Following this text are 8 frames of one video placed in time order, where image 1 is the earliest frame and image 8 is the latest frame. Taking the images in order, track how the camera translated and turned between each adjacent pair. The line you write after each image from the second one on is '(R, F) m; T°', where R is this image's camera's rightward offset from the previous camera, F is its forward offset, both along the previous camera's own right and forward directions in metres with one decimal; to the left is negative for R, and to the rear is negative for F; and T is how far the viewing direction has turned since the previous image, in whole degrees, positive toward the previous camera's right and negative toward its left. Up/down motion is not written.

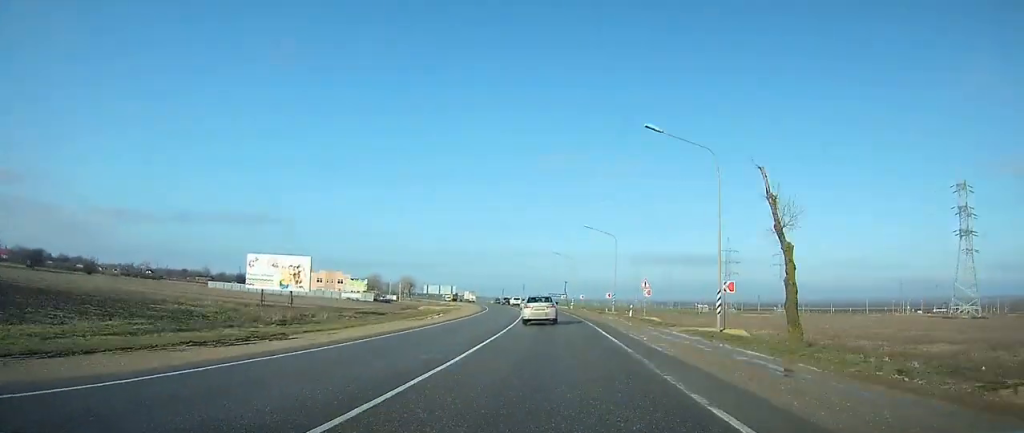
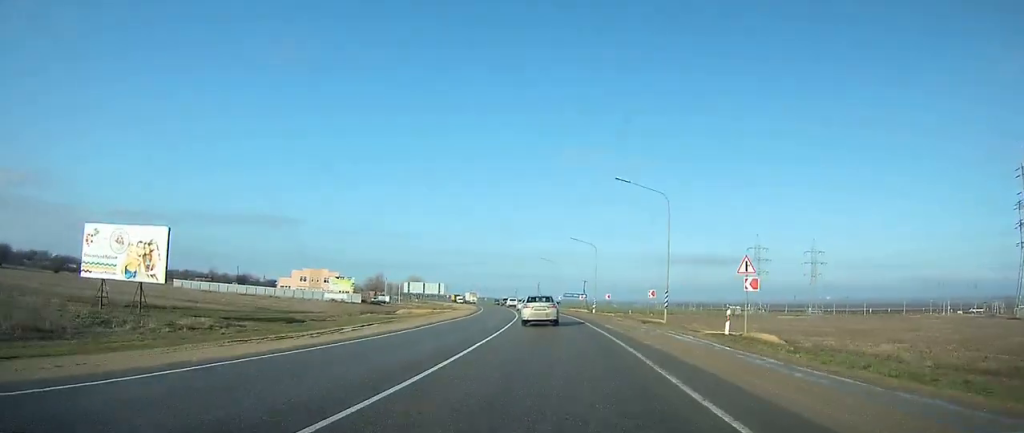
(-0.3, +21.8) m; -2°
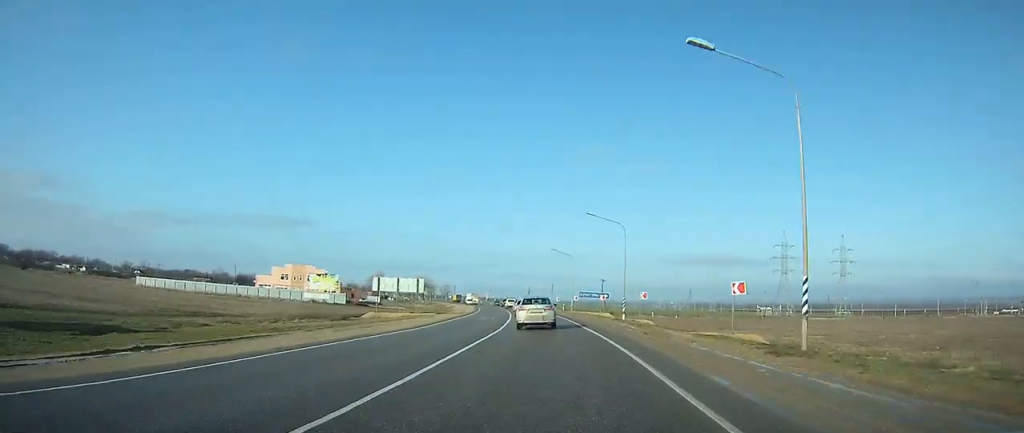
(+0.1, +18.2) m; -2°
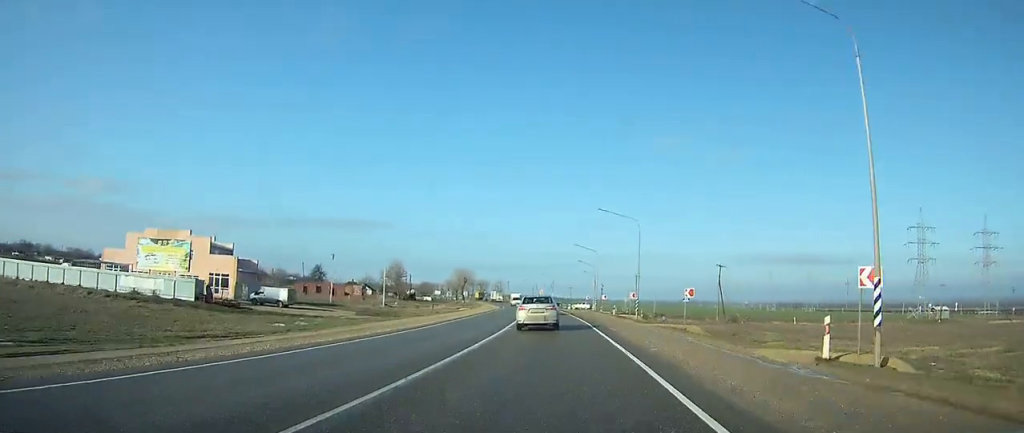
(-4.5, +68.2) m; -7°
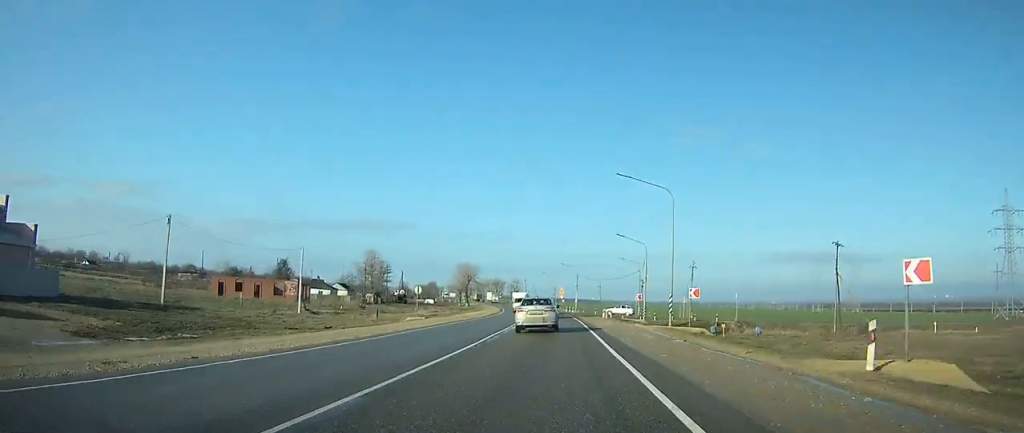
(-0.8, +41.6) m; -2°
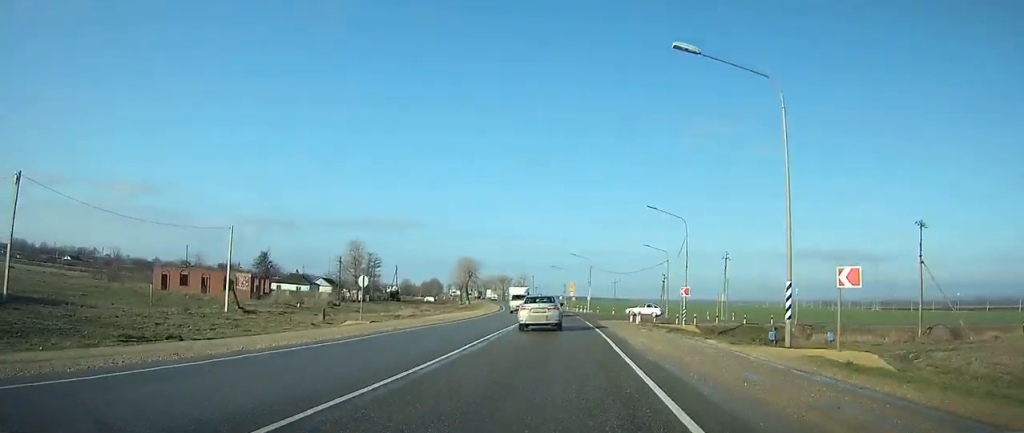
(0.0, +16.5) m; -1°
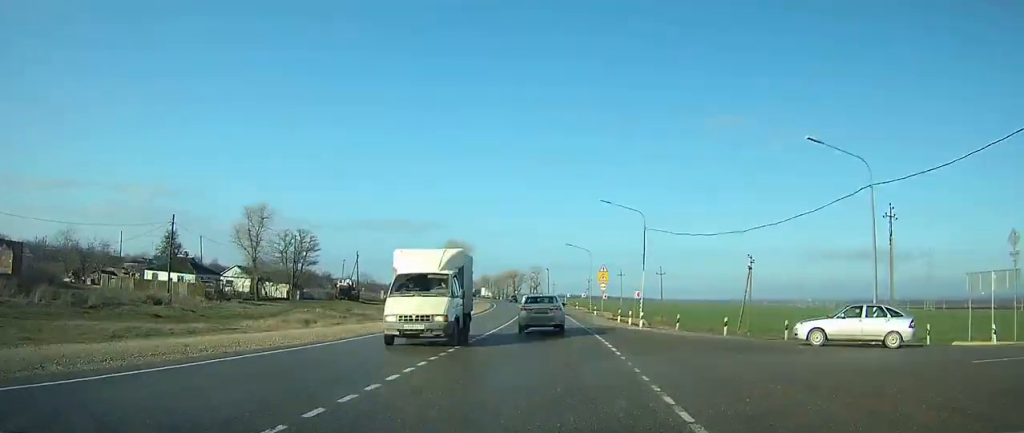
(-0.9, +44.4) m; -3°
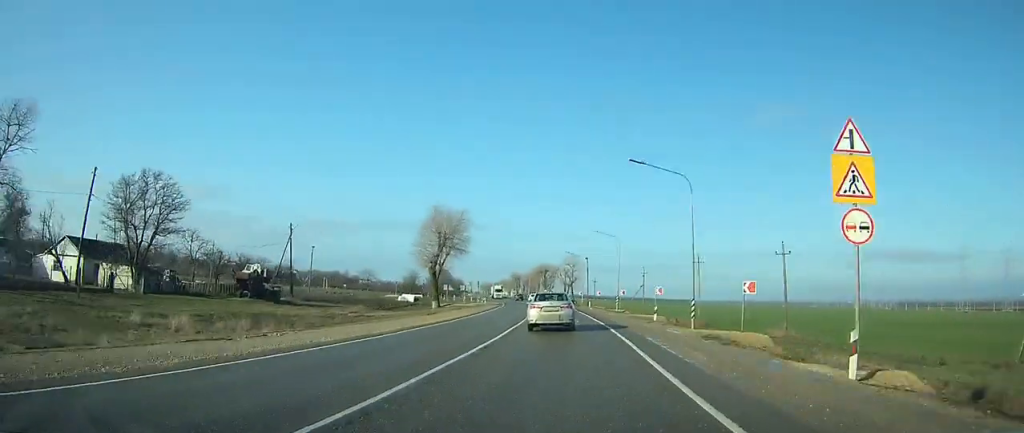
(-1.5, +43.4) m; -3°
